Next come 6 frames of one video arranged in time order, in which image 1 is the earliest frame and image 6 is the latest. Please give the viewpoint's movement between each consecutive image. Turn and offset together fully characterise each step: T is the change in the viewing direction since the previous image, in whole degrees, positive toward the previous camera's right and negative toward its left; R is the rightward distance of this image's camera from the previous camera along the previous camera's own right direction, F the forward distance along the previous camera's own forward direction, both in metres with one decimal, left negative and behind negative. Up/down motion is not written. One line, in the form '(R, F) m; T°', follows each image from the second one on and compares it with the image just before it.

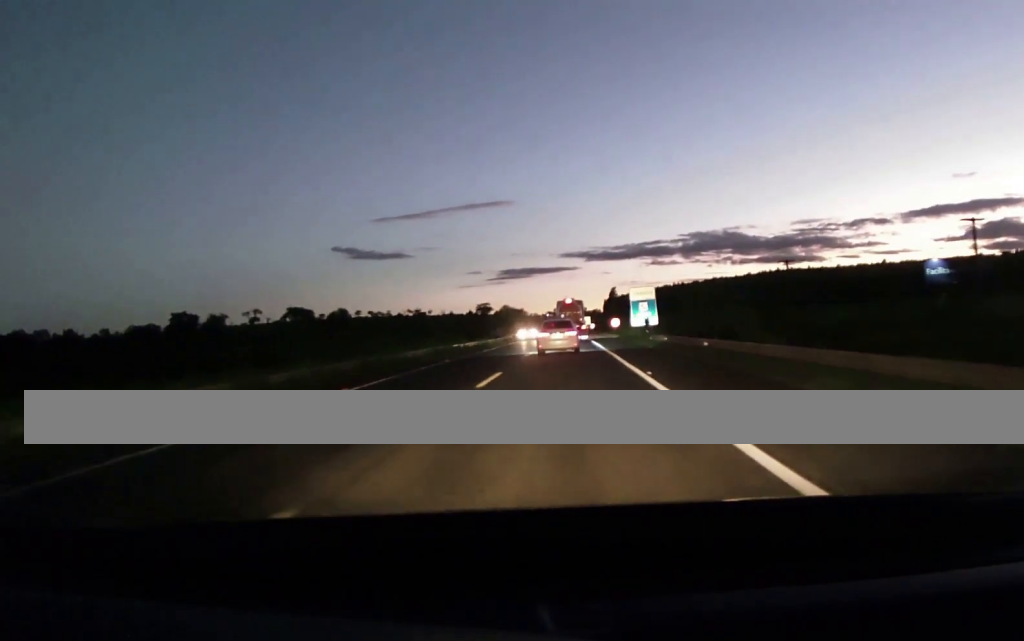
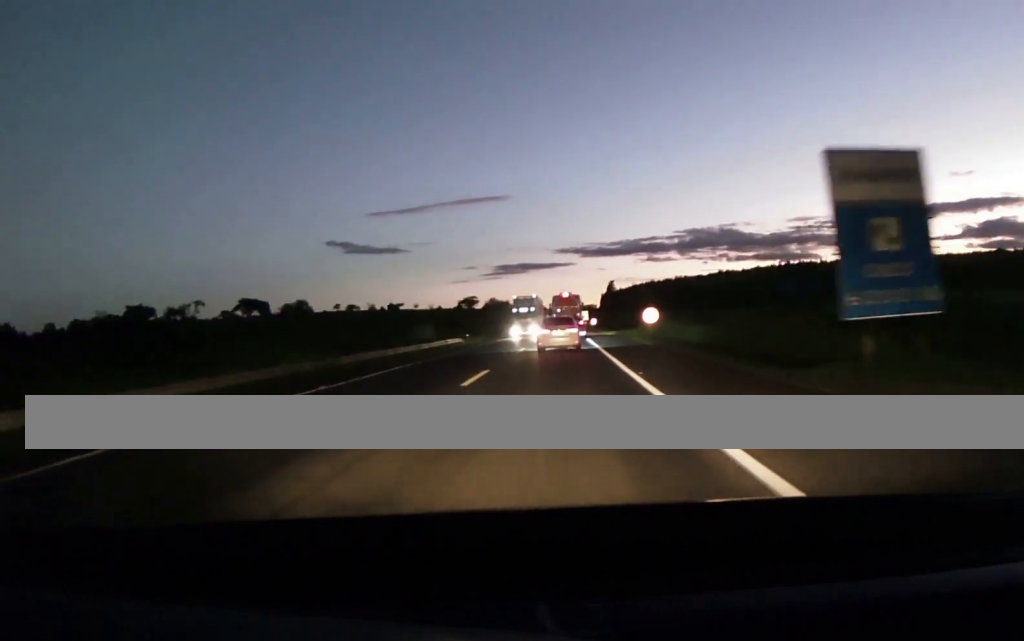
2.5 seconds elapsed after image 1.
(-0.6, +50.8) m; 0°
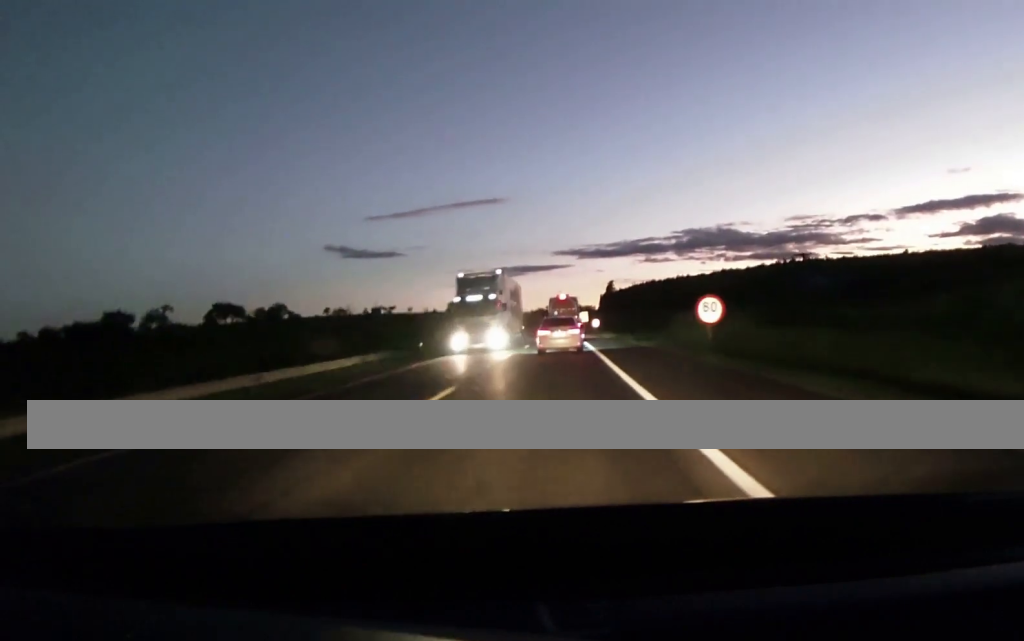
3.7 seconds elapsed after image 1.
(+0.2, +23.5) m; +1°
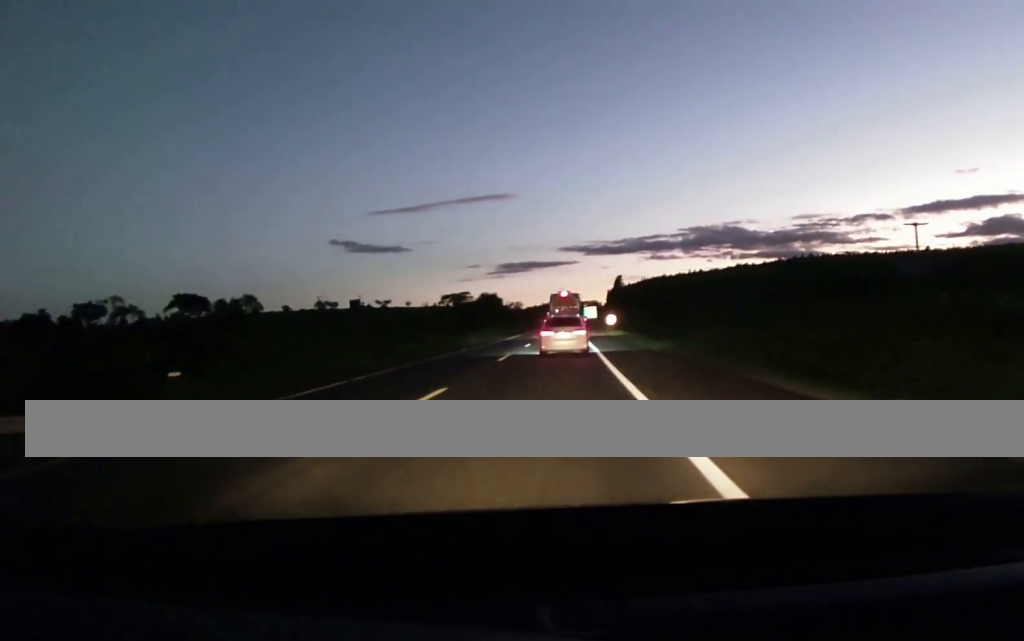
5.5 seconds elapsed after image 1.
(-0.2, +35.1) m; -2°
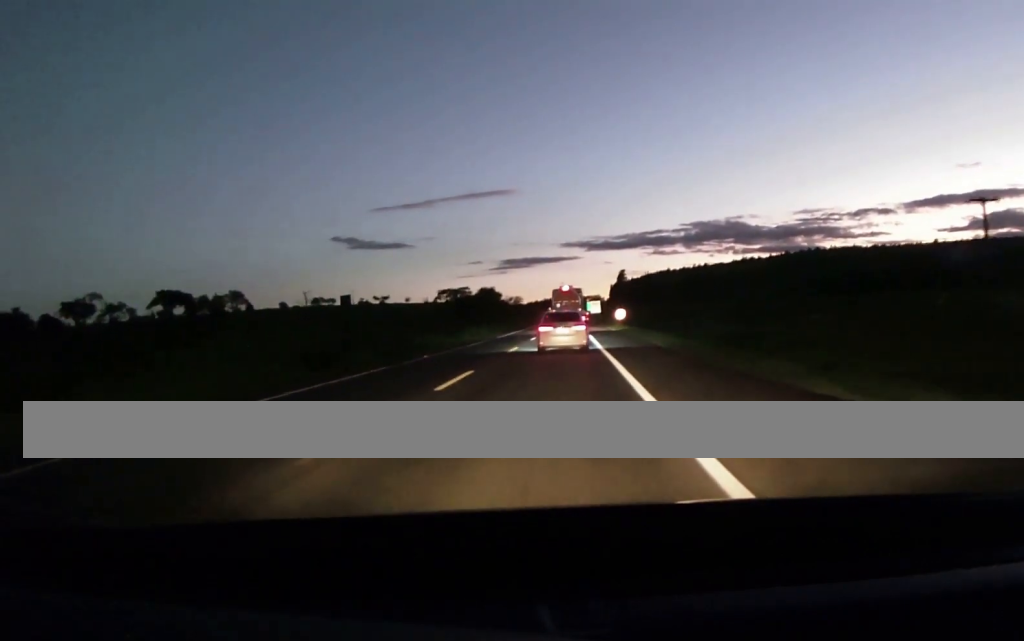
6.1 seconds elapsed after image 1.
(-0.2, +13.2) m; 0°
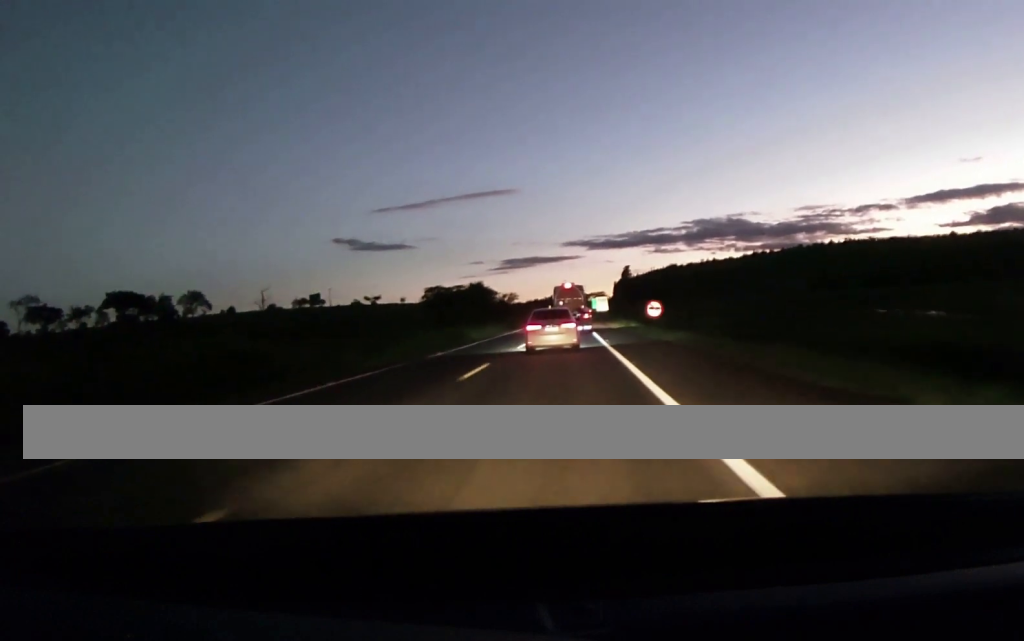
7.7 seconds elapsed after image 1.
(+0.3, +31.3) m; +2°
